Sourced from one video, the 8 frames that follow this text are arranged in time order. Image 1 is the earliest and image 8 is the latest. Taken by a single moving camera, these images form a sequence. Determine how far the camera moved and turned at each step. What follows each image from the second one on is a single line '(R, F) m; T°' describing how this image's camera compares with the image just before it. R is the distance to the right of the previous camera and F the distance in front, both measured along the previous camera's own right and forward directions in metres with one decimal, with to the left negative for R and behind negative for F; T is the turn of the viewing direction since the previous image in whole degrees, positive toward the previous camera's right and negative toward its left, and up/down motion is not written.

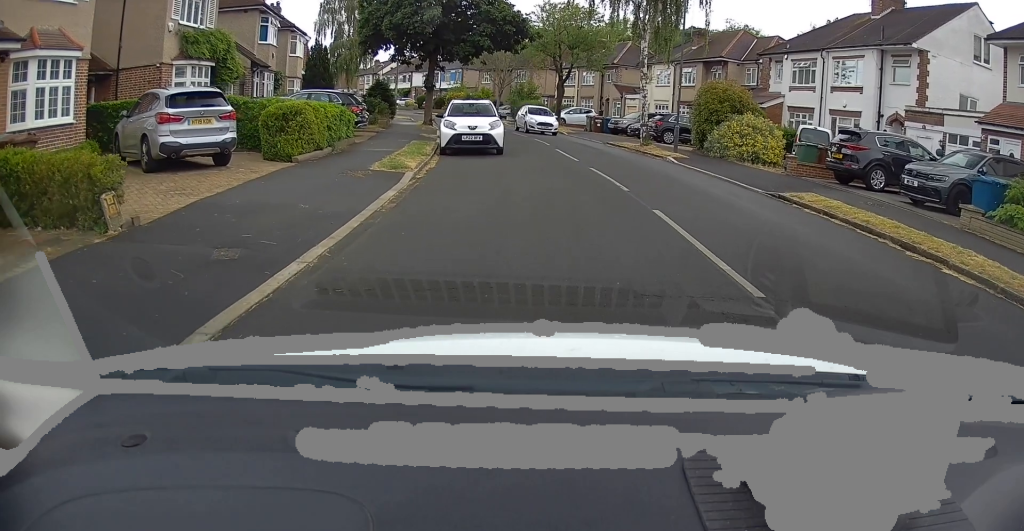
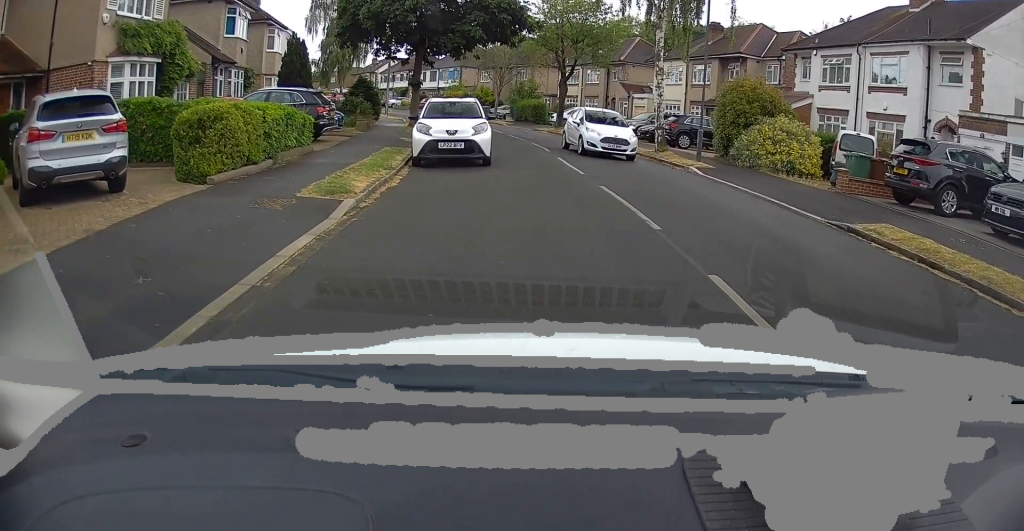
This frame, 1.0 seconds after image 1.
(-0.2, +3.5) m; 0°
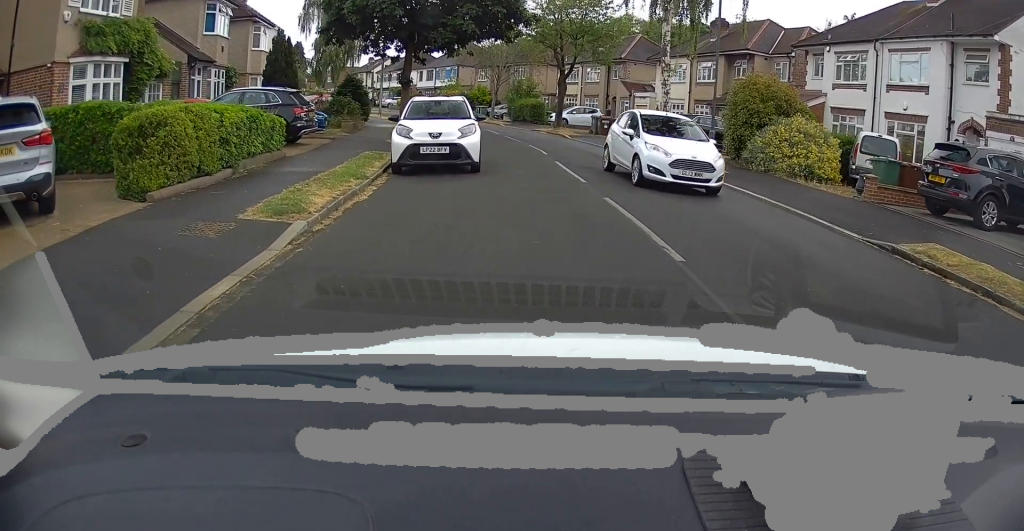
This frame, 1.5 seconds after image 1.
(0.0, +1.6) m; +5°
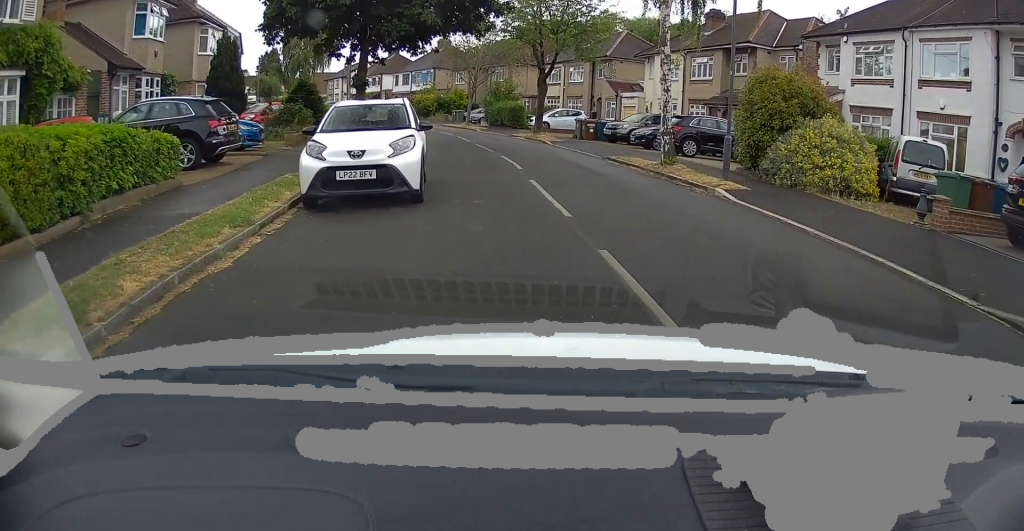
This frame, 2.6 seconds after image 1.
(+0.4, +3.3) m; +1°
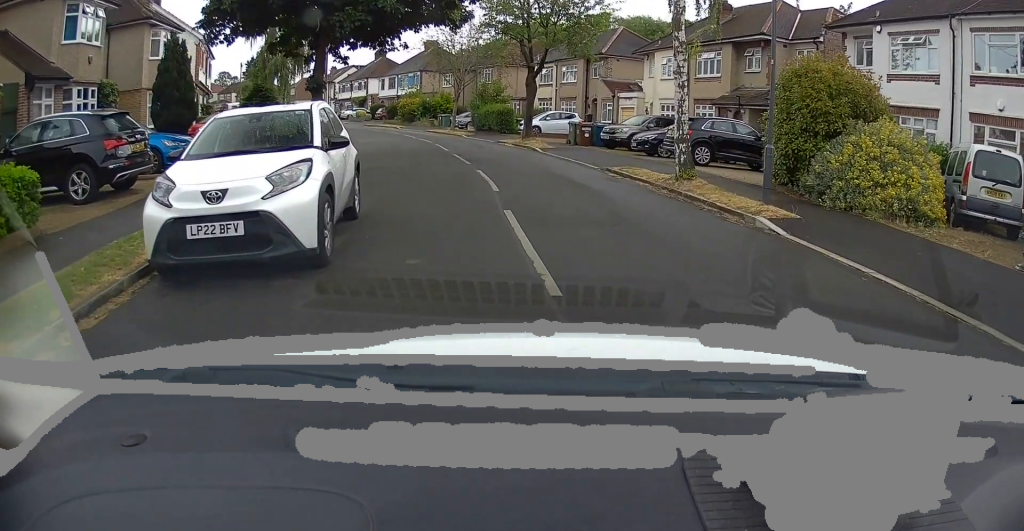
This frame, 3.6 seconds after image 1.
(-0.4, +3.2) m; -4°
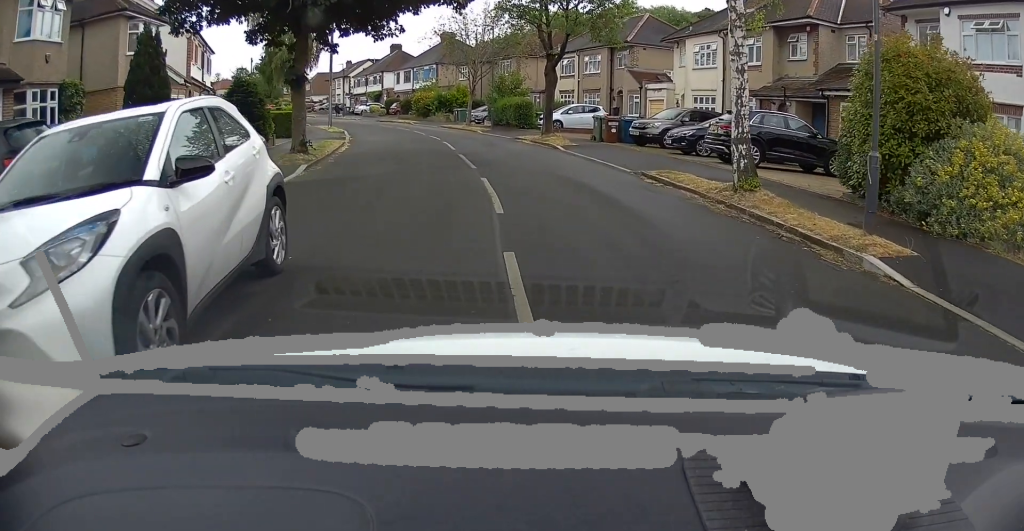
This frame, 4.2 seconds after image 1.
(0.0, +3.0) m; -1°
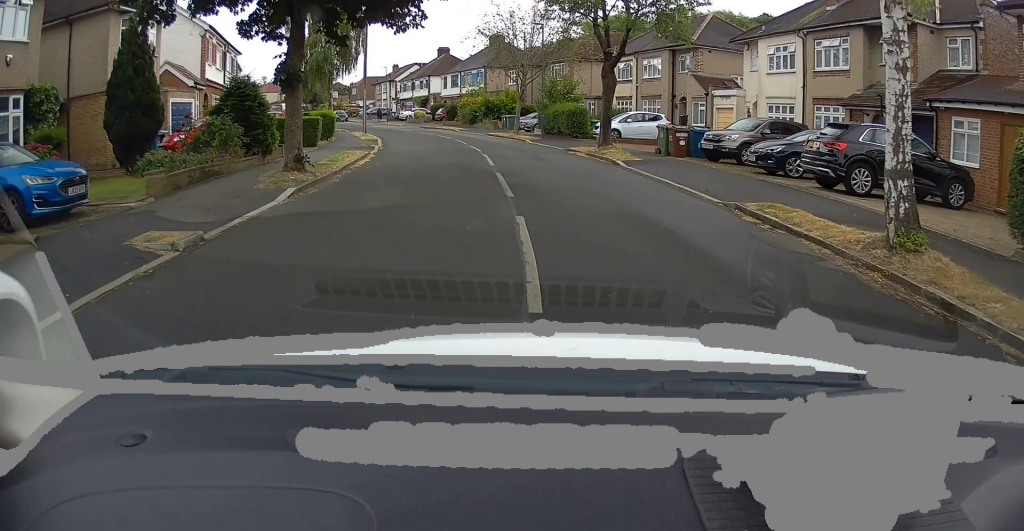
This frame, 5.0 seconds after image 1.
(0.0, +3.5) m; -2°
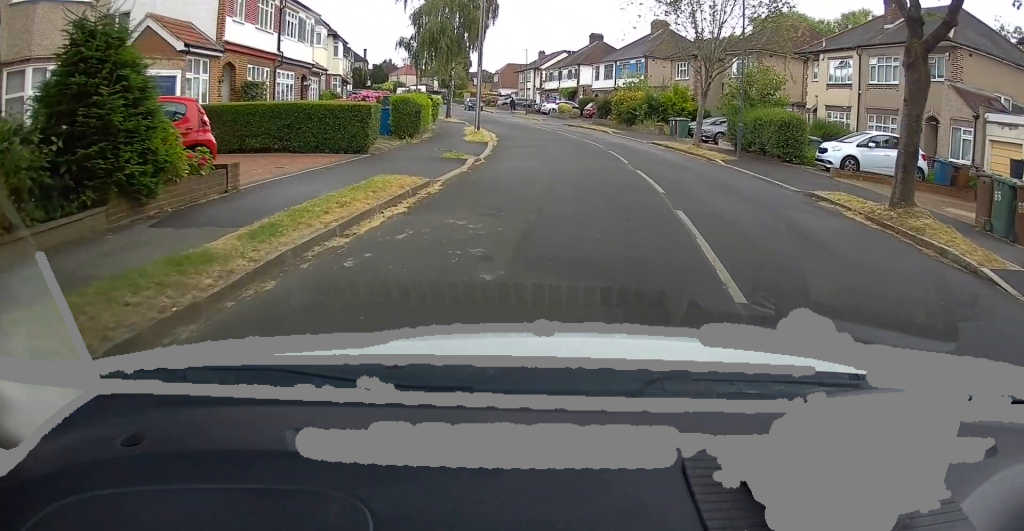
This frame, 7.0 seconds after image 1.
(-1.4, +11.9) m; -11°
